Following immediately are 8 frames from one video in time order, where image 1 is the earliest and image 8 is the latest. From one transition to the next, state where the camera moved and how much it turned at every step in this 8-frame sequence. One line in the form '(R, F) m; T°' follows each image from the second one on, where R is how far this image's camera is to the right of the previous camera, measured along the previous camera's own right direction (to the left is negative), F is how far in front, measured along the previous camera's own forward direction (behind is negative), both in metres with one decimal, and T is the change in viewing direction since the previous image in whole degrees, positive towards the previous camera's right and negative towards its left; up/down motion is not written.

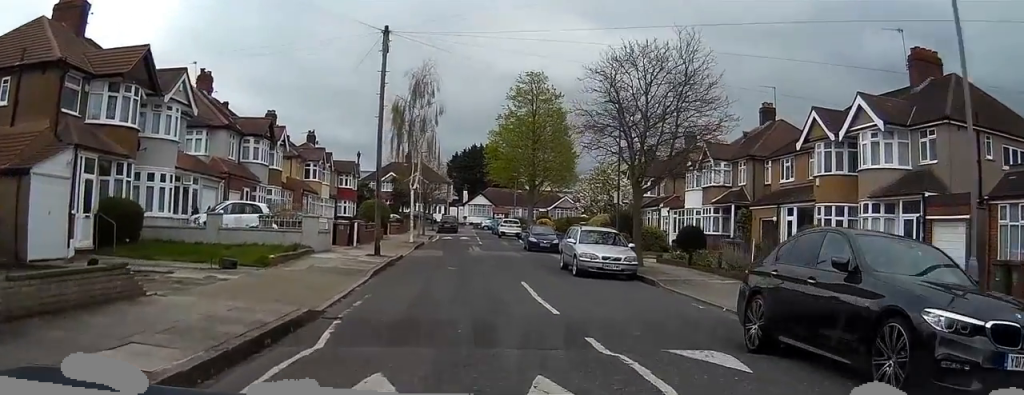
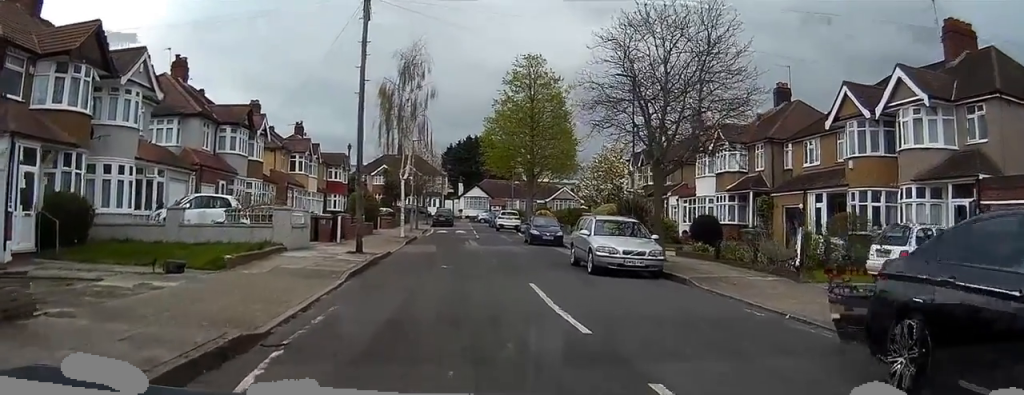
(+0.1, +3.3) m; +1°
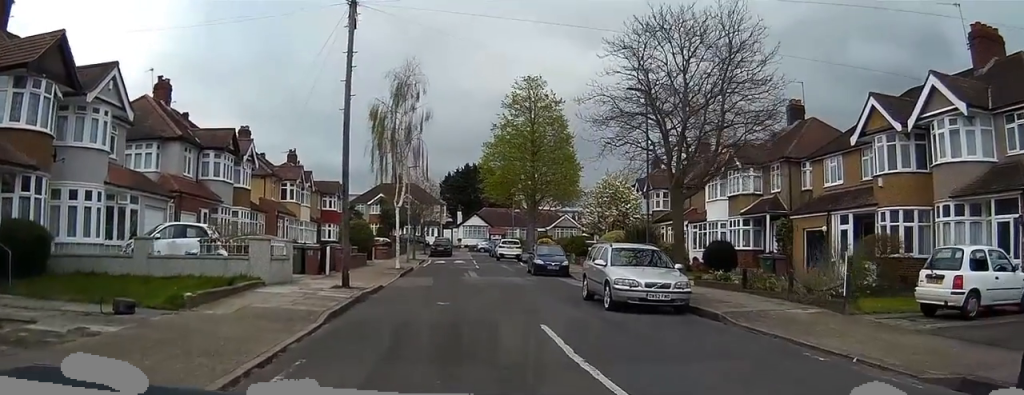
(0.0, +2.2) m; 0°
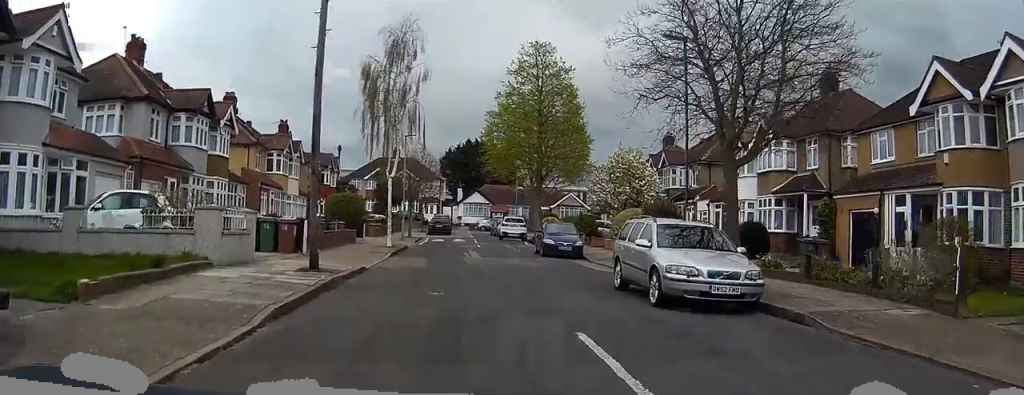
(0.0, +4.5) m; 0°
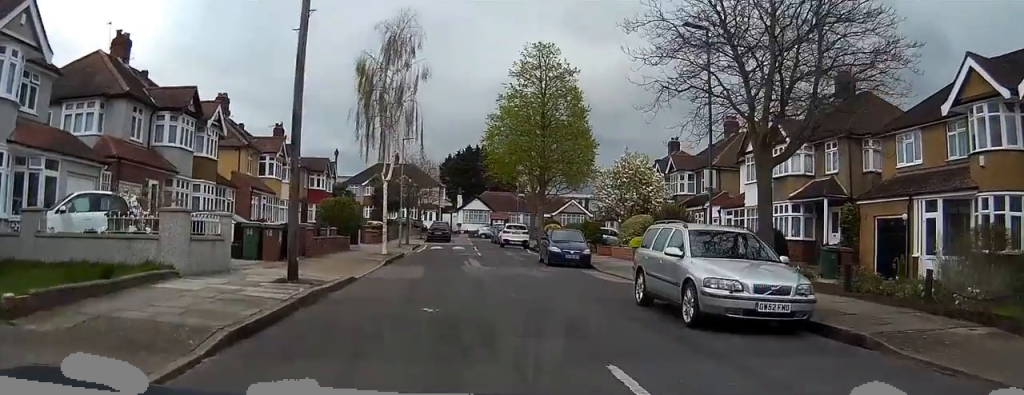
(0.0, +2.1) m; -1°
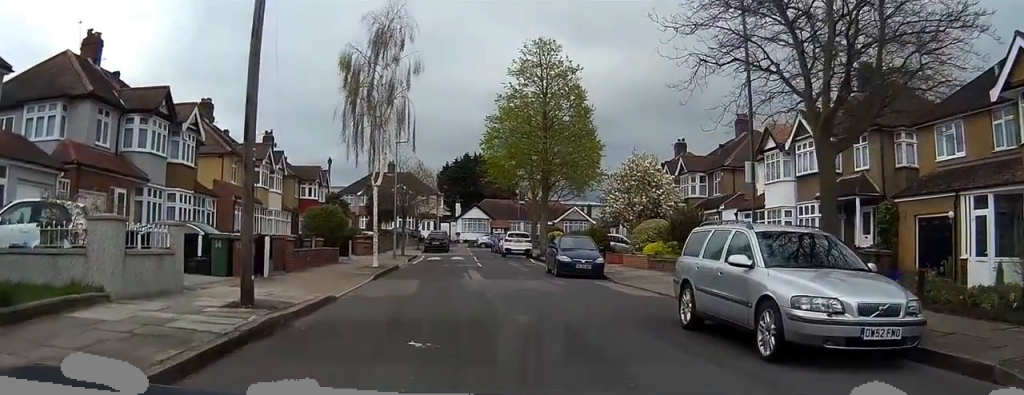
(0.0, +2.8) m; -1°
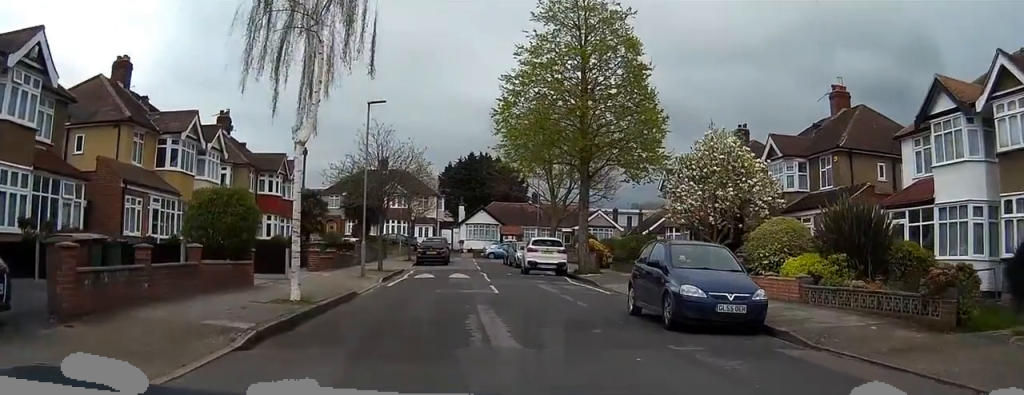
(+0.3, +13.9) m; +6°
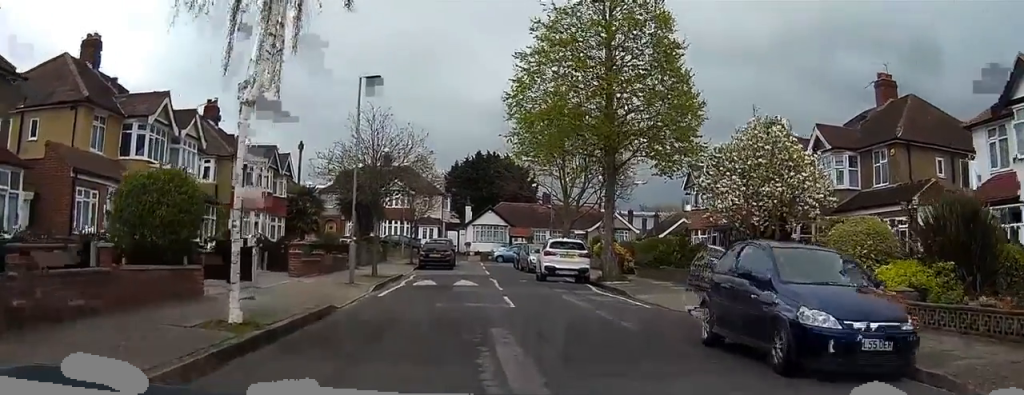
(+0.4, +4.3) m; +1°
